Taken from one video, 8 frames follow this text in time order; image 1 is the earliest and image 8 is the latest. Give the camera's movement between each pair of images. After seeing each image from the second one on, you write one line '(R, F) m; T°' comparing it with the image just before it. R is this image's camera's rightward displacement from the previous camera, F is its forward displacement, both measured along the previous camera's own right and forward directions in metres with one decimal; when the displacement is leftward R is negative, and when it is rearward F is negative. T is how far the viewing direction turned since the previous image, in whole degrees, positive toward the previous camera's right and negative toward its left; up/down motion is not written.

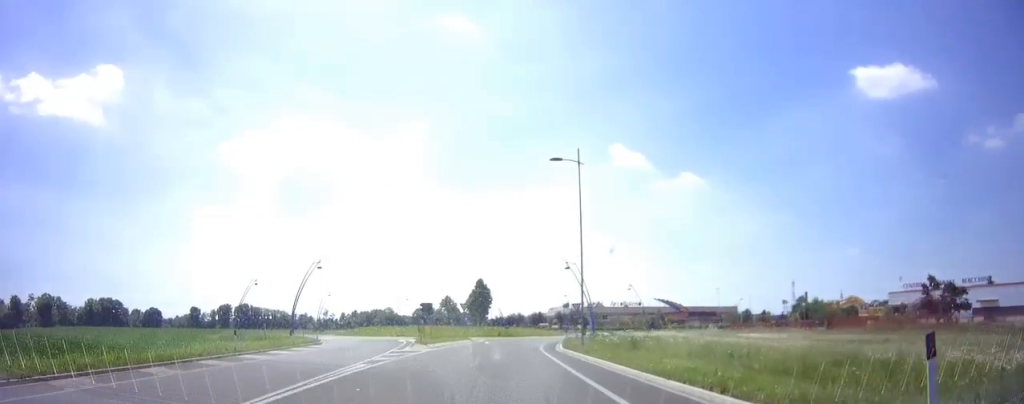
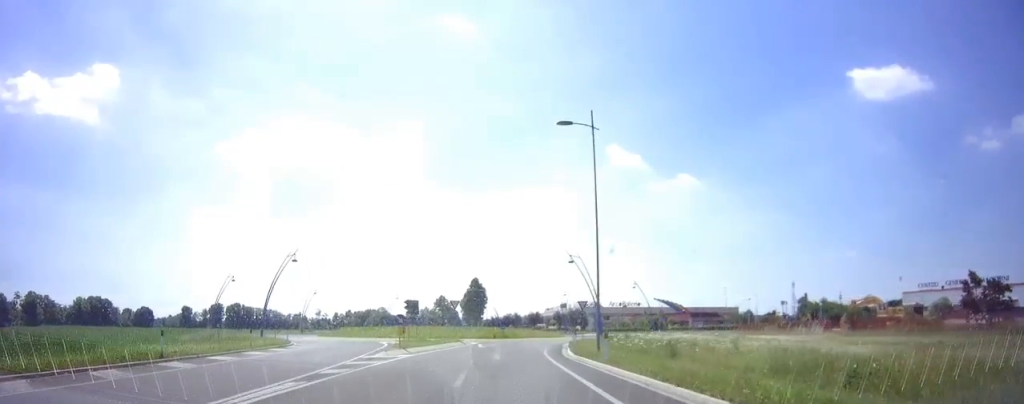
(+0.1, +6.0) m; +1°
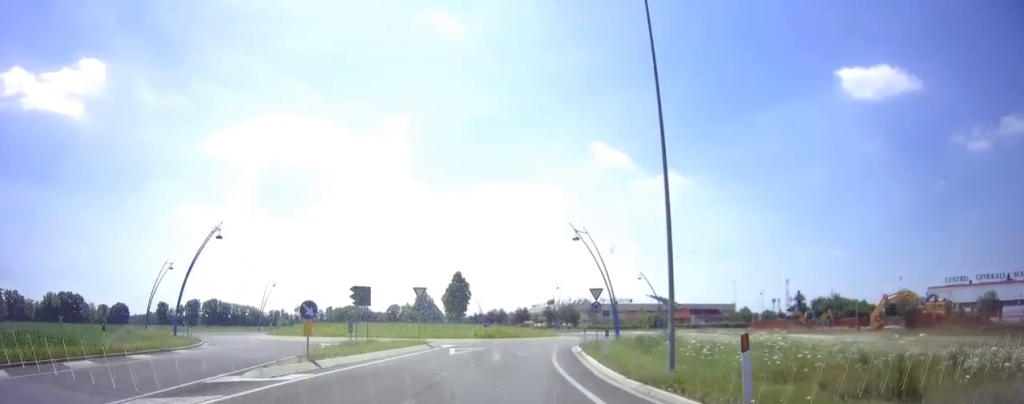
(+0.1, +11.4) m; +1°
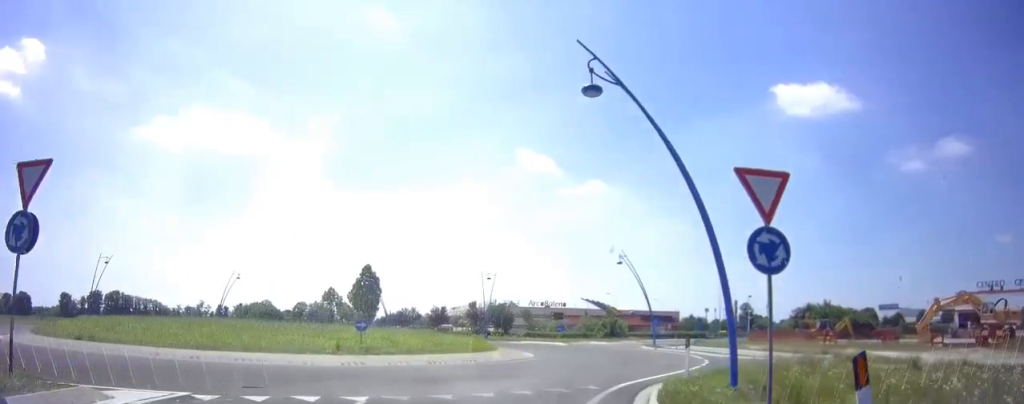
(+1.2, +25.0) m; +10°
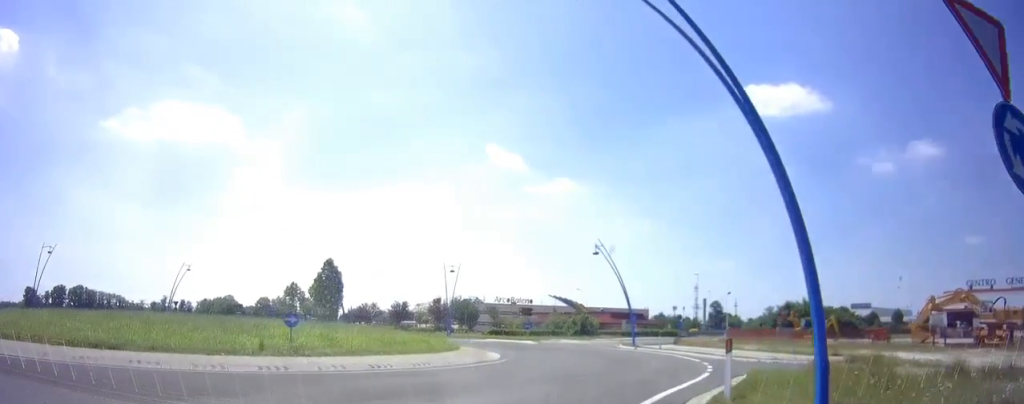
(+0.2, +4.6) m; +3°
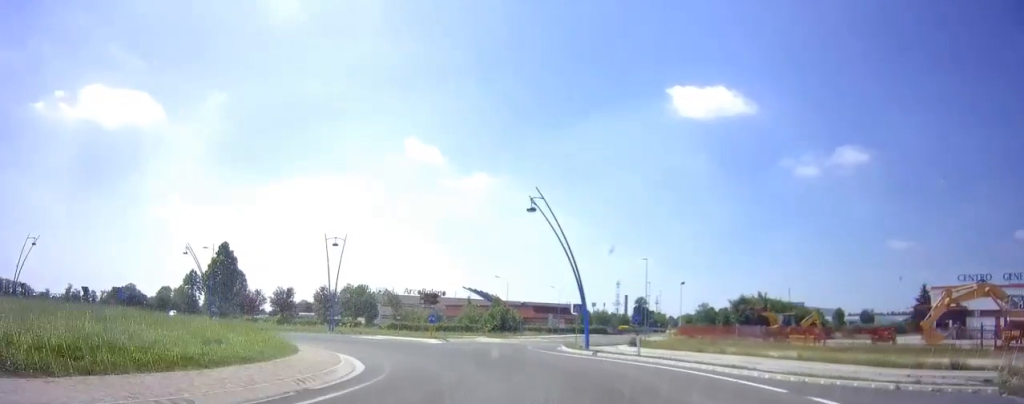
(+0.7, +14.0) m; +7°
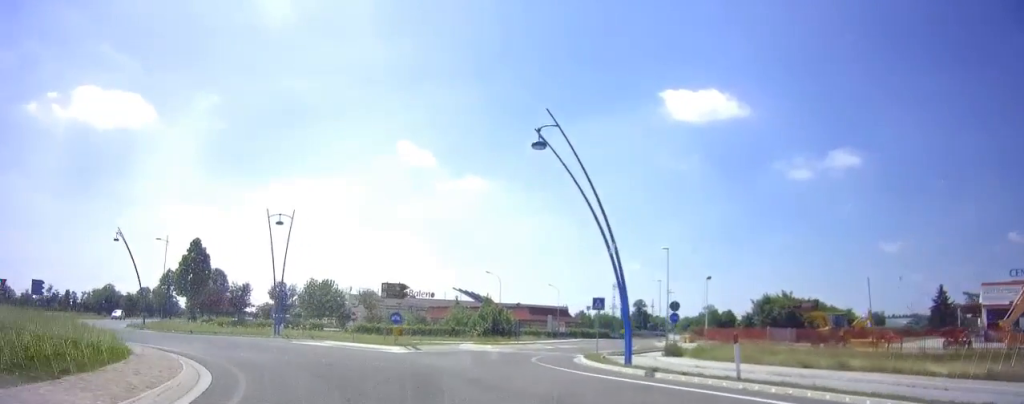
(+0.6, +10.0) m; +4°
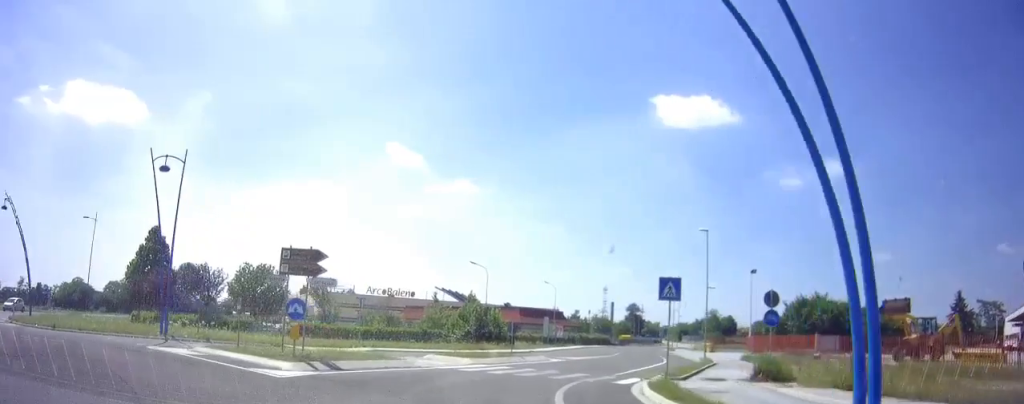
(+0.1, +11.4) m; +4°
